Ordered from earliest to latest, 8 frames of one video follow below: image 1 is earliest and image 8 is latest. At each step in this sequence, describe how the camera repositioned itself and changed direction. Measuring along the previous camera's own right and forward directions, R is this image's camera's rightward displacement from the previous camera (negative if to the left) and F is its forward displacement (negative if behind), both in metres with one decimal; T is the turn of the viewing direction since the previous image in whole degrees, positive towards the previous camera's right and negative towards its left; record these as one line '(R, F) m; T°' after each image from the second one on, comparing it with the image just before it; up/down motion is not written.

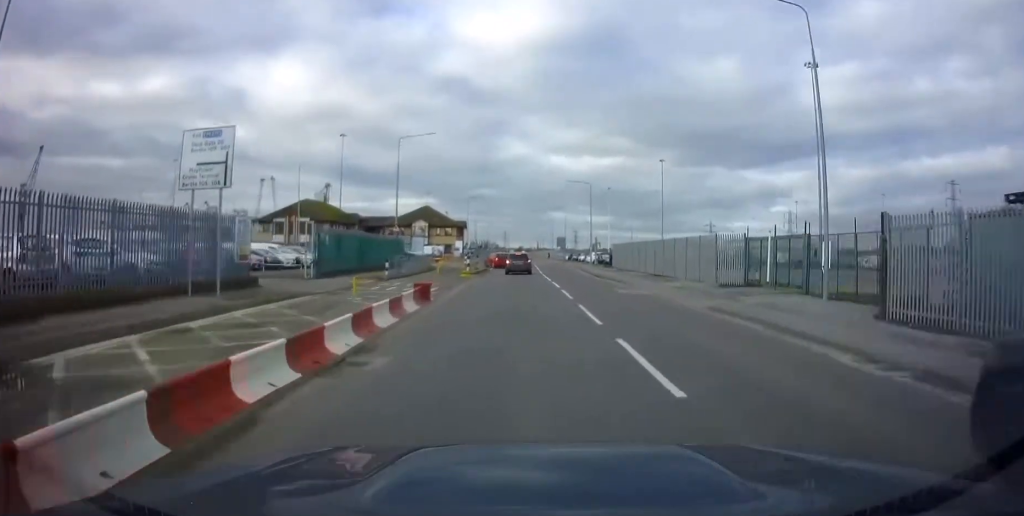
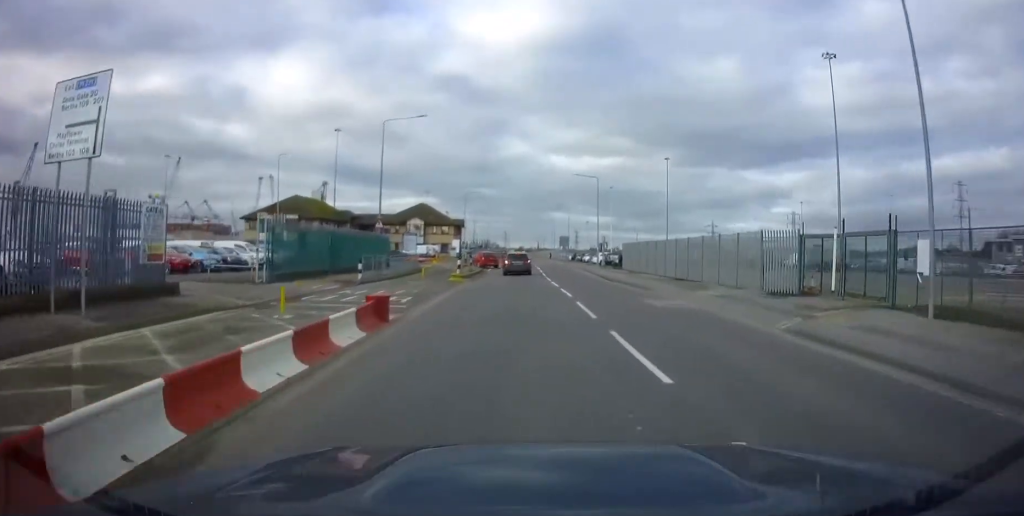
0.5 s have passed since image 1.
(0.0, +5.8) m; 0°
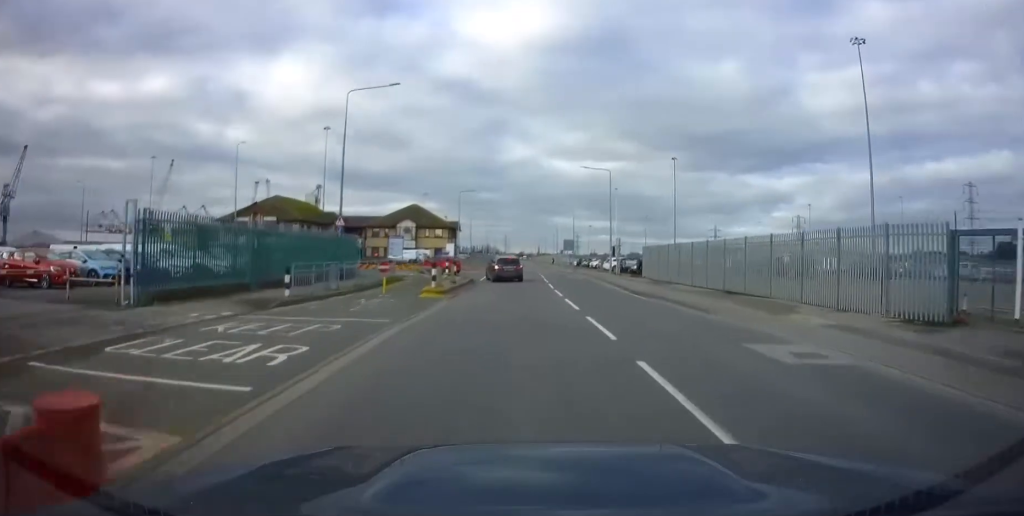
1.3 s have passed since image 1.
(0.0, +9.1) m; 0°
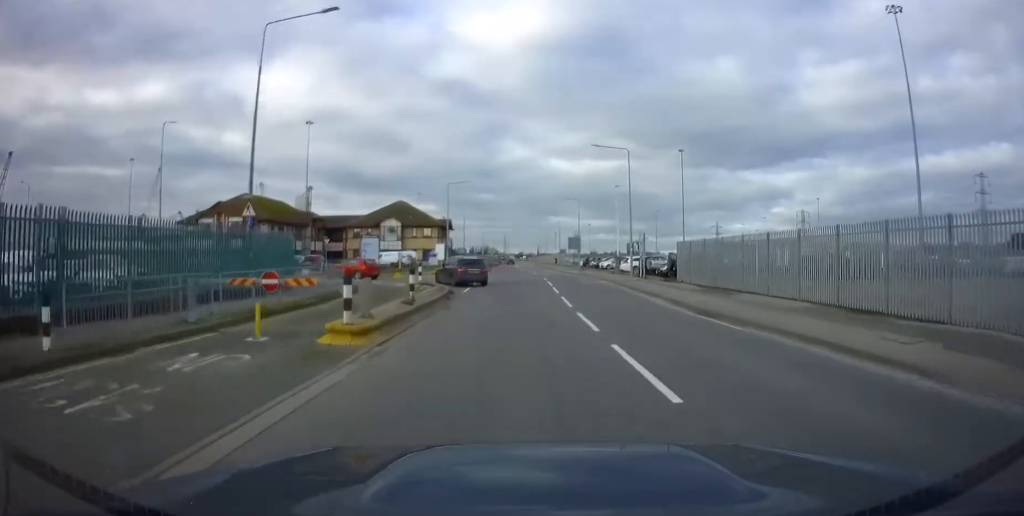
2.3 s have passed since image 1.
(0.0, +11.1) m; -1°
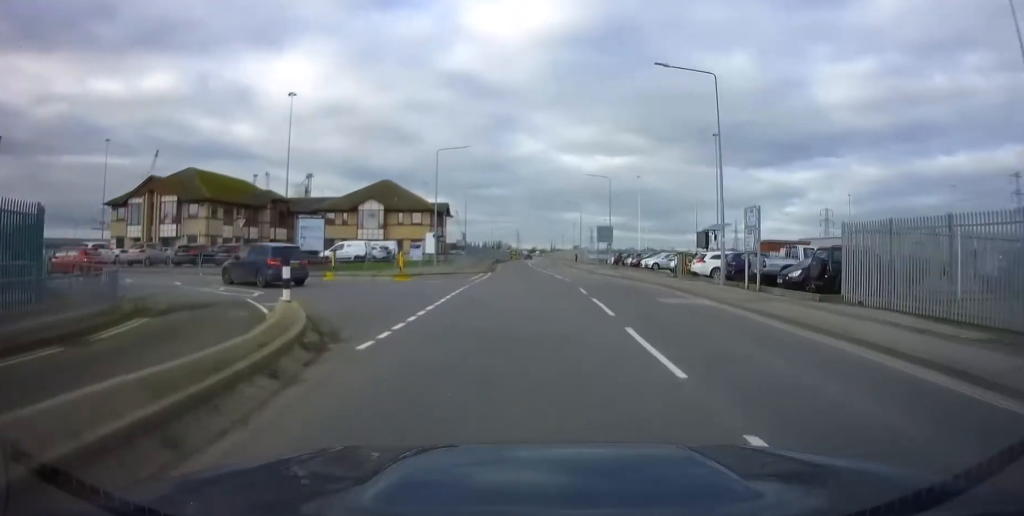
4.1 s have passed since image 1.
(-0.3, +19.0) m; -1°
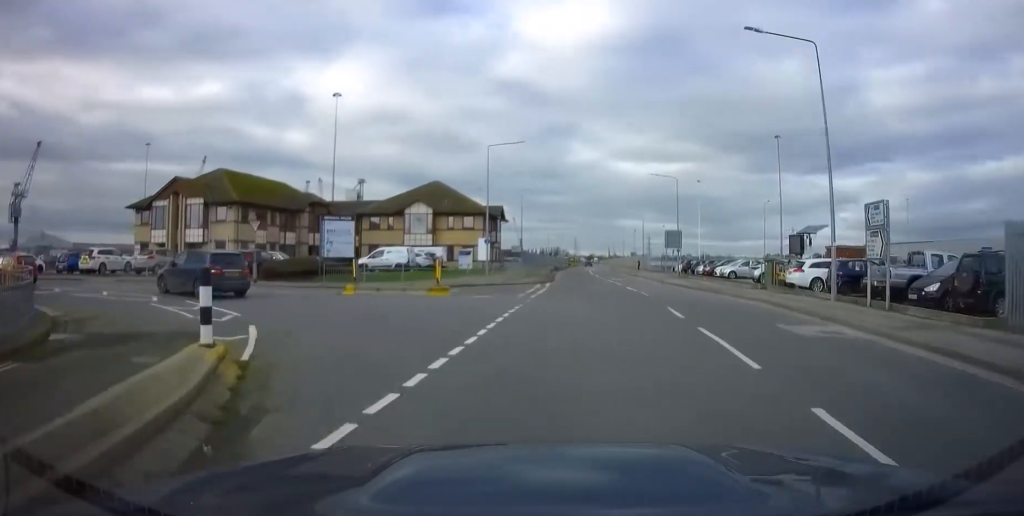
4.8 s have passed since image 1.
(+0.1, +6.0) m; -1°
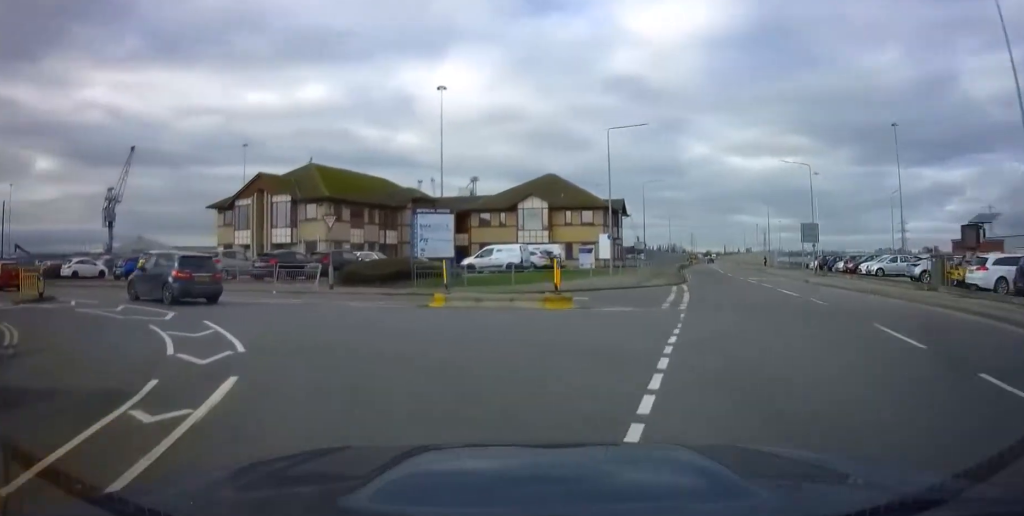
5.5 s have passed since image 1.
(-0.1, +6.3) m; -7°
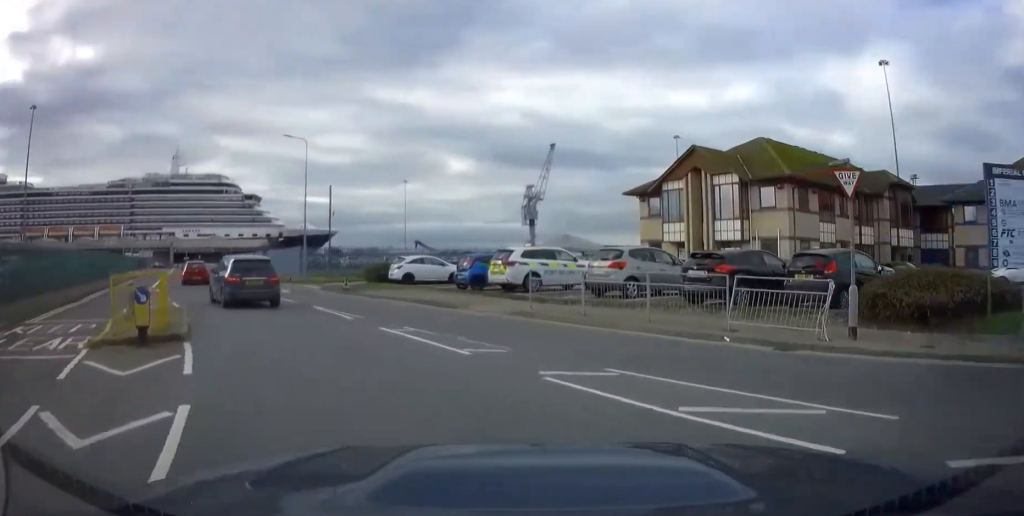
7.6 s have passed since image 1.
(-4.6, +13.9) m; -41°
